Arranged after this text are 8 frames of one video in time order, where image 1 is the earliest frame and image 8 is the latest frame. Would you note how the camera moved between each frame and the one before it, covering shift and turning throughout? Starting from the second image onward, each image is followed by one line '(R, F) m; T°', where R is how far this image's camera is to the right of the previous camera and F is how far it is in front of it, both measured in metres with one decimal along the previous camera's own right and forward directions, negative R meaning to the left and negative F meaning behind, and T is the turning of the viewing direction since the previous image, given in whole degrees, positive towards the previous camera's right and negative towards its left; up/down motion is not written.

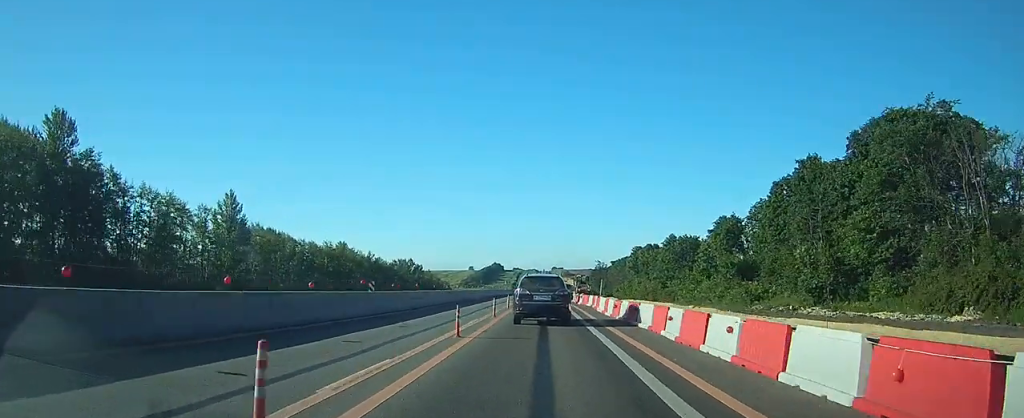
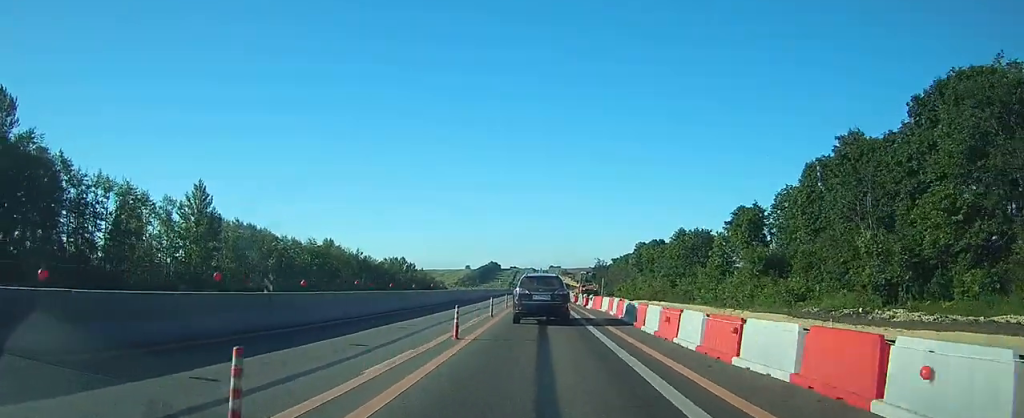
(0.0, +10.4) m; 0°
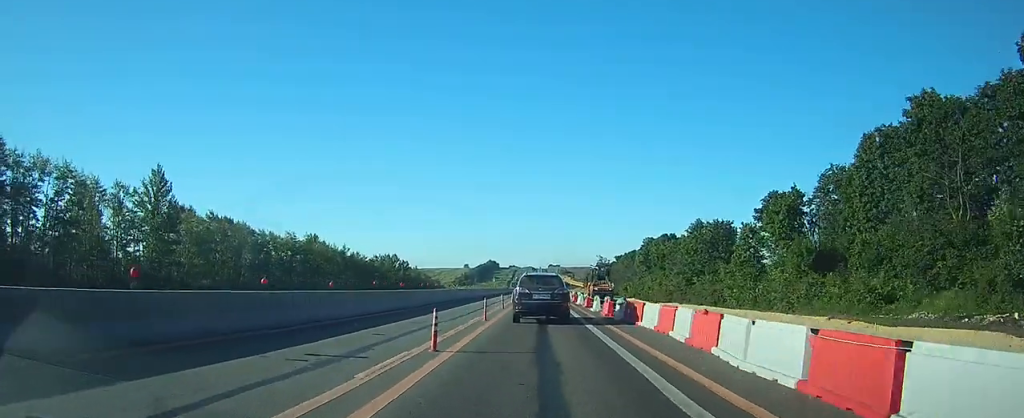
(0.0, +12.7) m; 0°
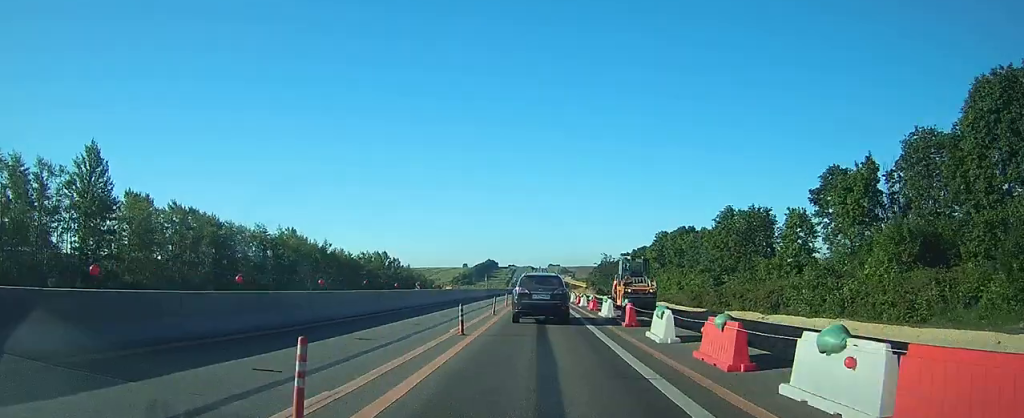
(0.0, +16.1) m; 0°
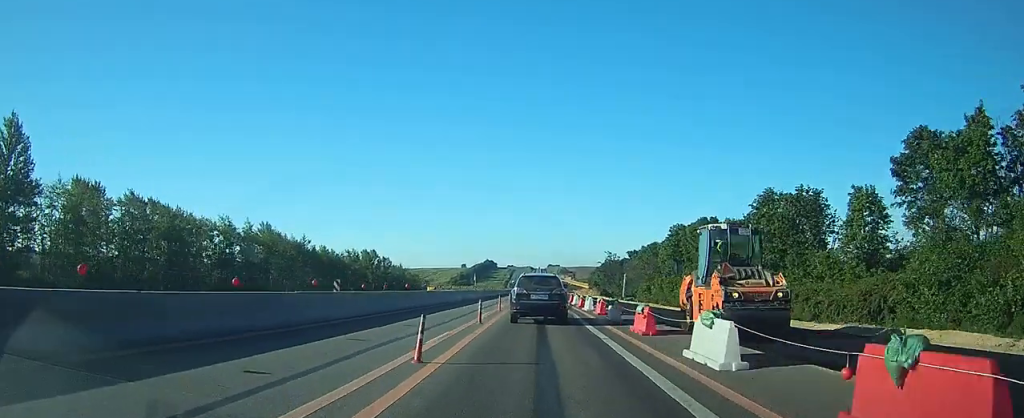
(0.0, +15.1) m; 0°
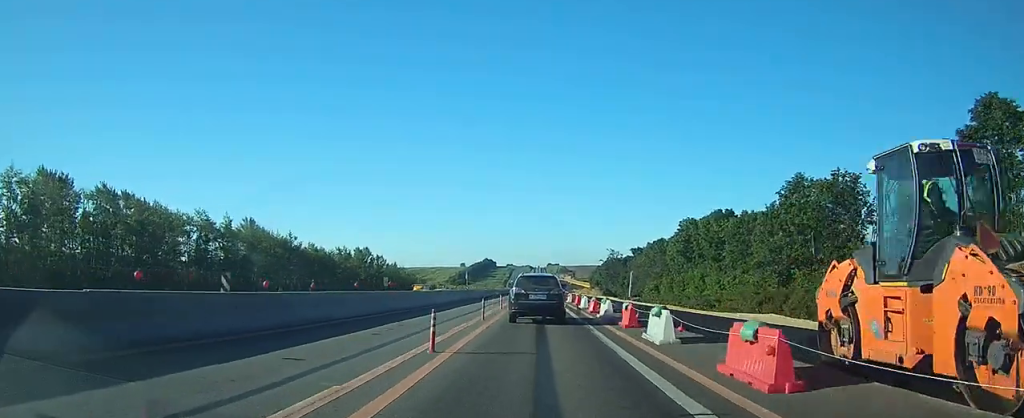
(0.0, +8.4) m; 0°
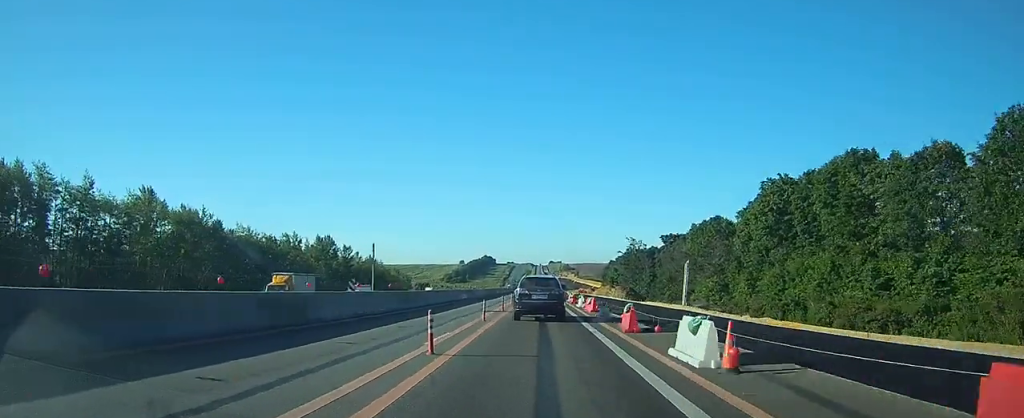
(-0.2, +40.3) m; 0°
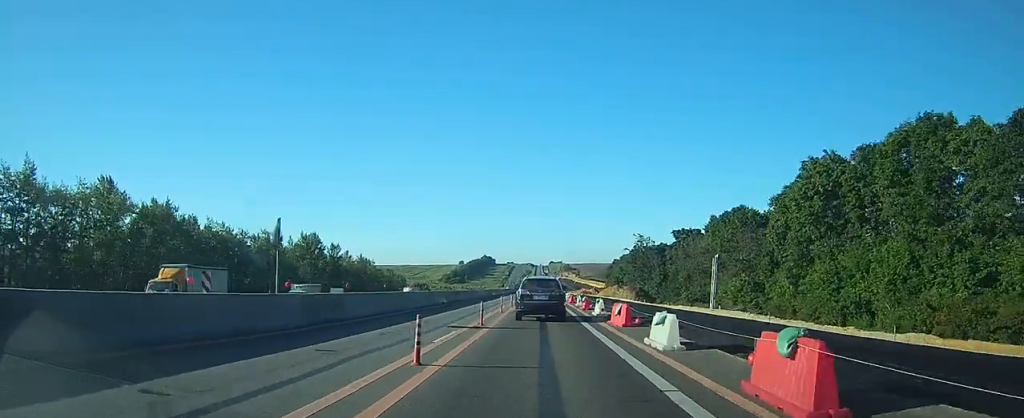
(0.0, +11.2) m; 0°
